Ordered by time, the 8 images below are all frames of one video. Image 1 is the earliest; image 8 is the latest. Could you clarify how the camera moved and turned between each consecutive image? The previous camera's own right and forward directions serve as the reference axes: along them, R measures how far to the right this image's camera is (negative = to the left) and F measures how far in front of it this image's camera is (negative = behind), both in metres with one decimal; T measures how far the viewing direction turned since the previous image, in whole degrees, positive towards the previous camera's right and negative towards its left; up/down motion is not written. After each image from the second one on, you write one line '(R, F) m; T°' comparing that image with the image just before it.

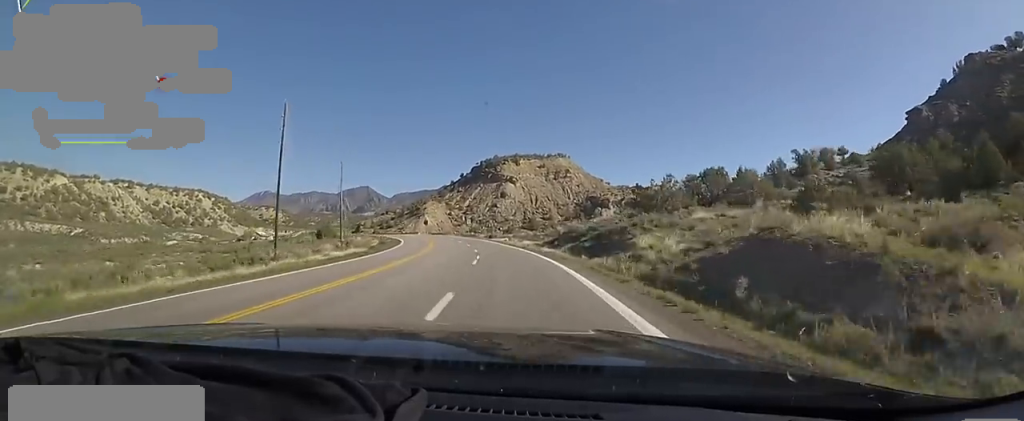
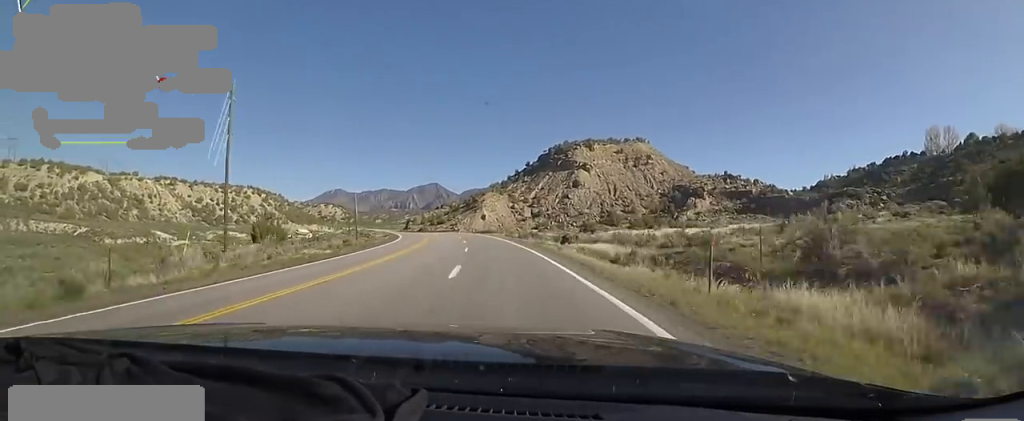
(-2.7, +42.8) m; -7°
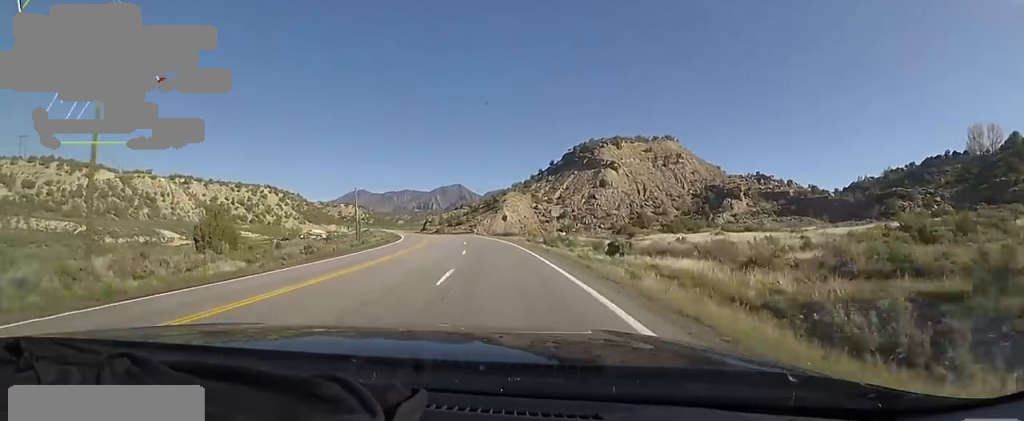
(+0.1, +13.5) m; -2°
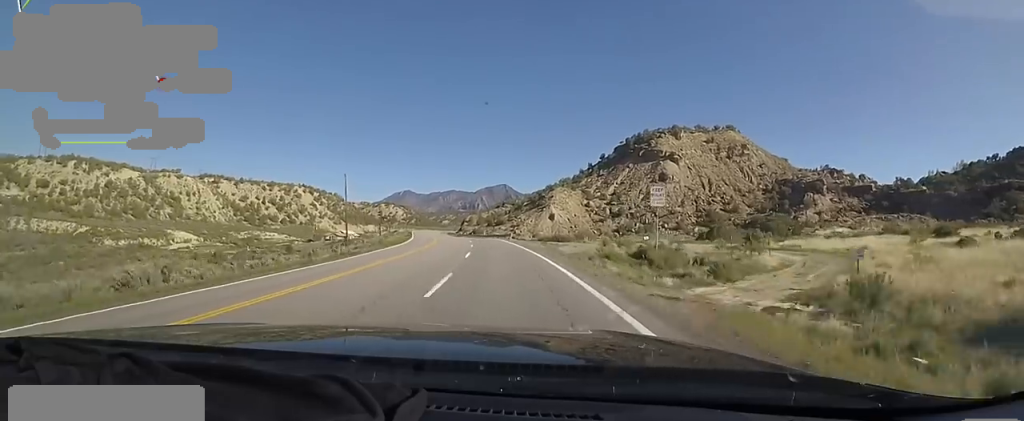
(-1.7, +26.3) m; -8°
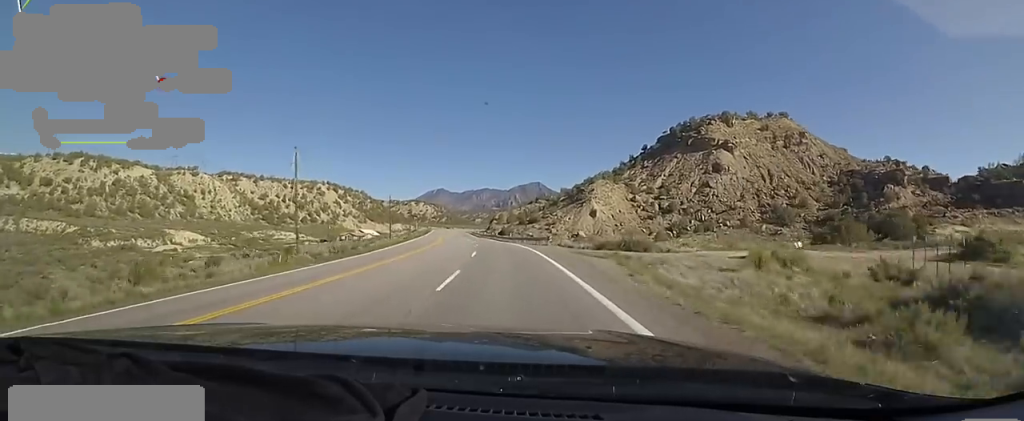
(-1.8, +23.2) m; -4°
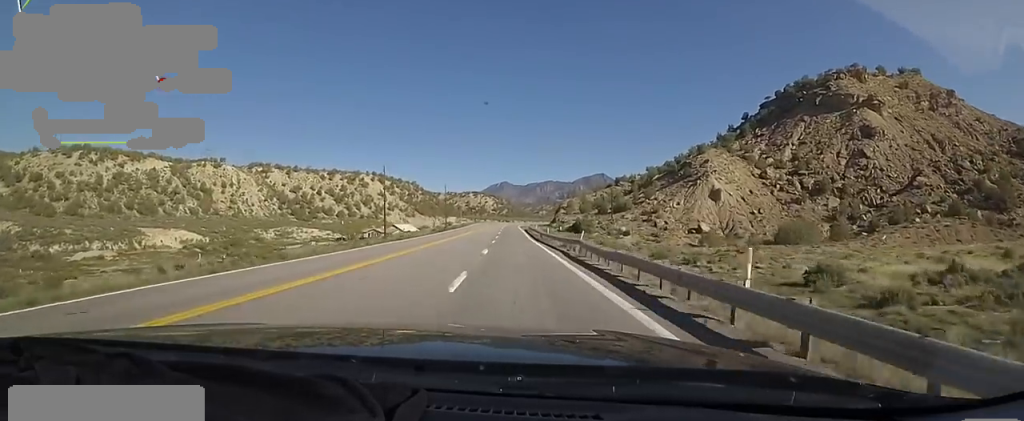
(-3.7, +50.1) m; -6°
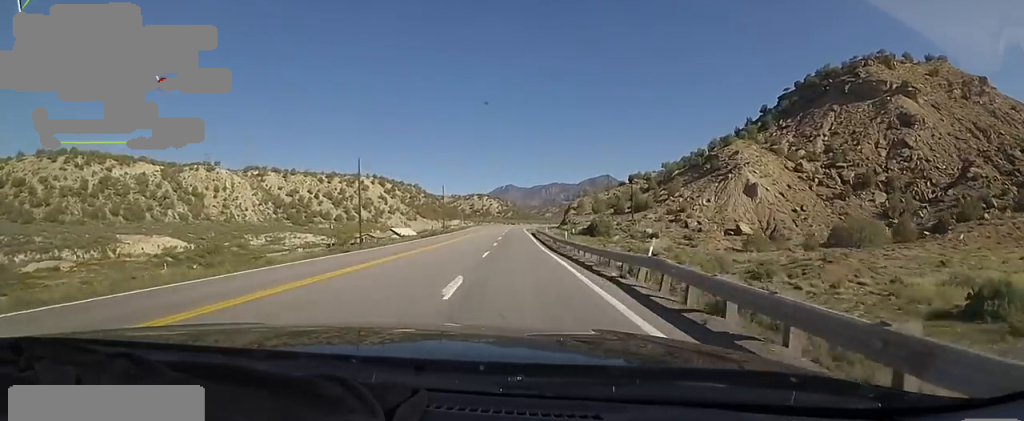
(+0.5, +12.9) m; 0°
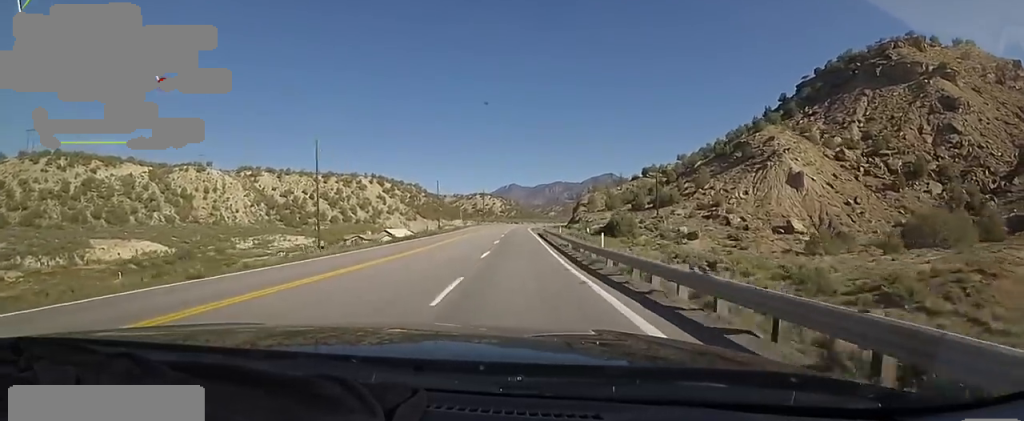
(+0.1, +12.9) m; 0°
